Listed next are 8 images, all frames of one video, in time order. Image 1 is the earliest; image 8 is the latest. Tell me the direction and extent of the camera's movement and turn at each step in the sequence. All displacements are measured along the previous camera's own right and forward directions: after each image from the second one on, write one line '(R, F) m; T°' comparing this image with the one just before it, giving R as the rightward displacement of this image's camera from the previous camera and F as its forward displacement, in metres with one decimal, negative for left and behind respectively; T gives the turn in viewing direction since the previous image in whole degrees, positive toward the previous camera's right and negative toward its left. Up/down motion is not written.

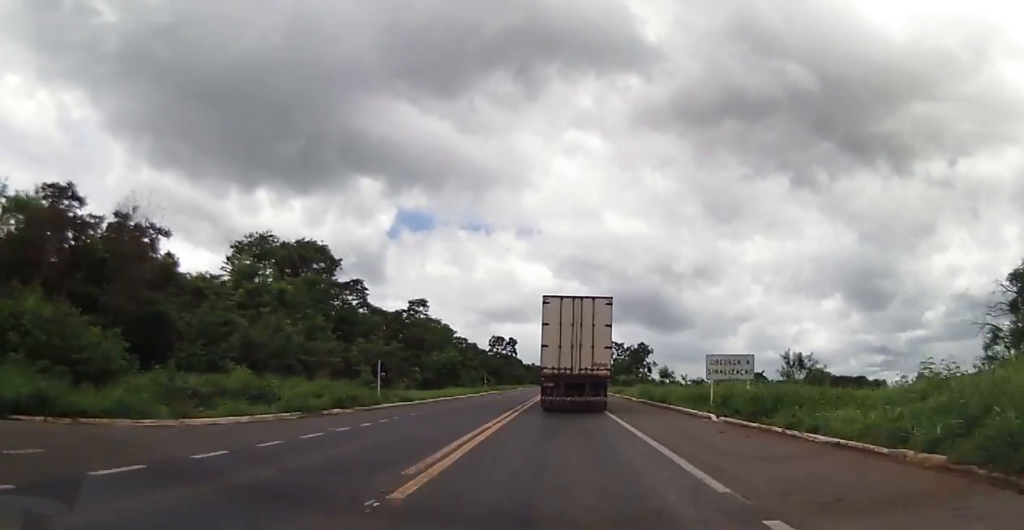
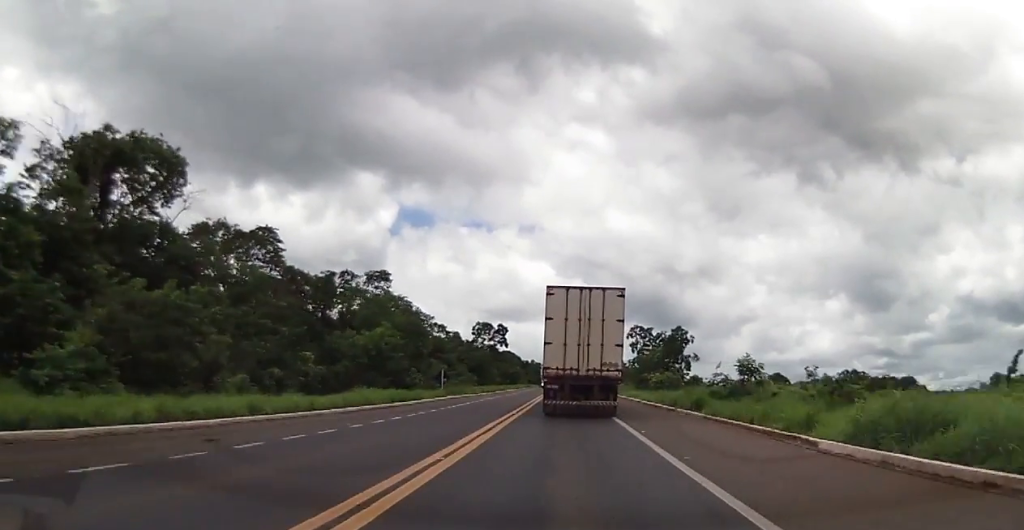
(+0.3, +37.9) m; +1°
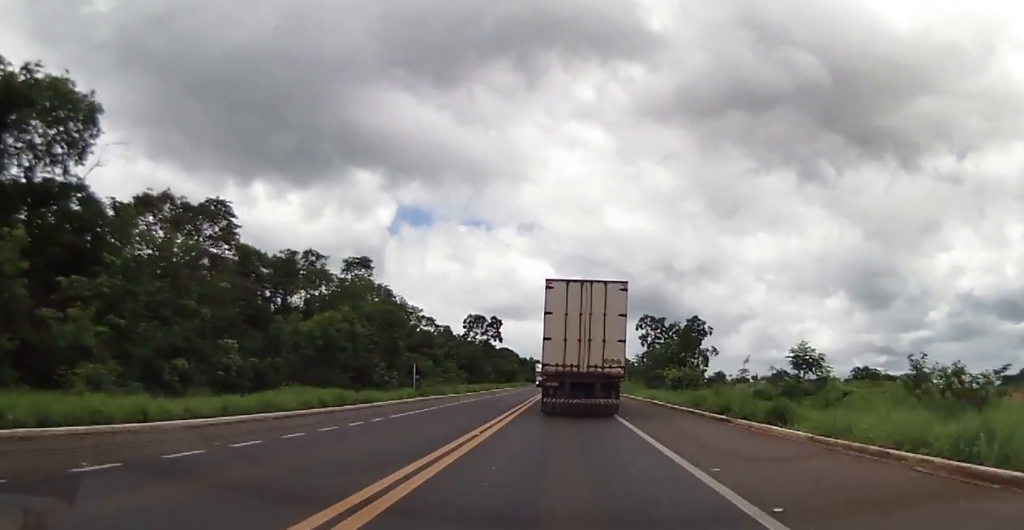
(0.0, +11.4) m; 0°
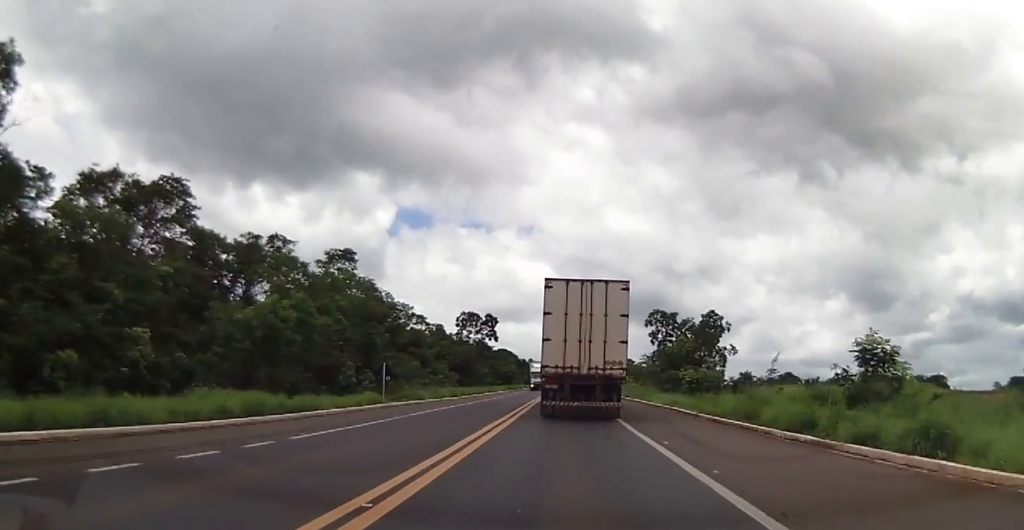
(+0.3, +8.5) m; 0°
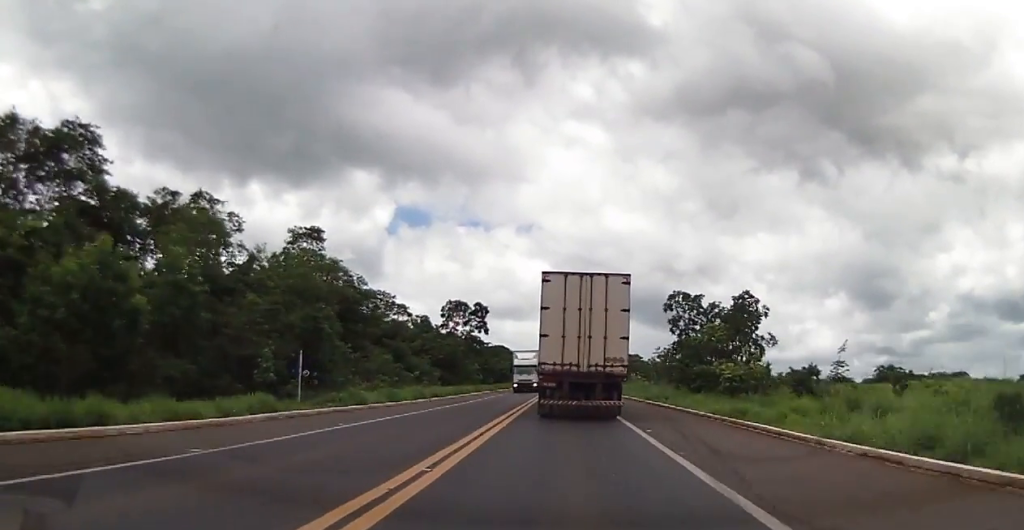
(-0.3, +13.5) m; -1°
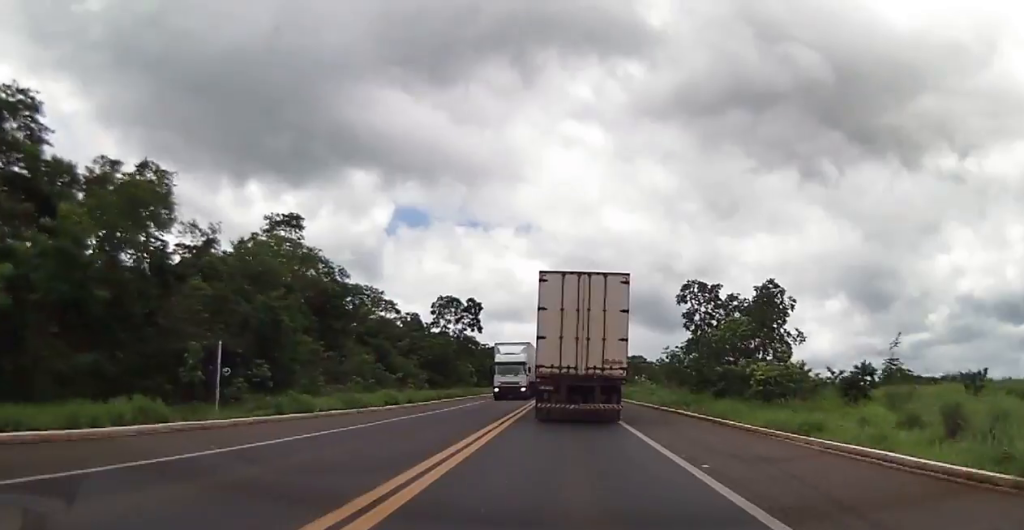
(-0.1, +7.1) m; 0°
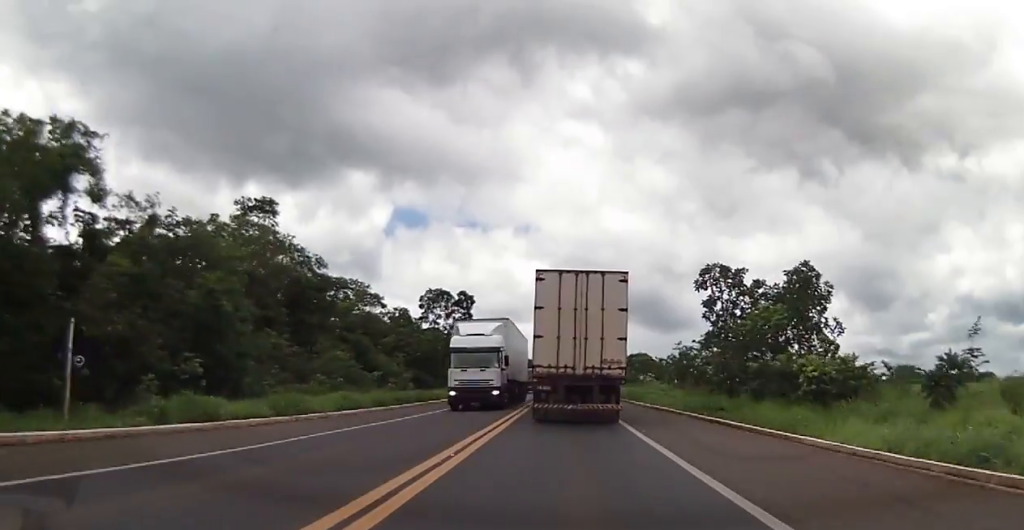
(0.0, +7.5) m; 0°
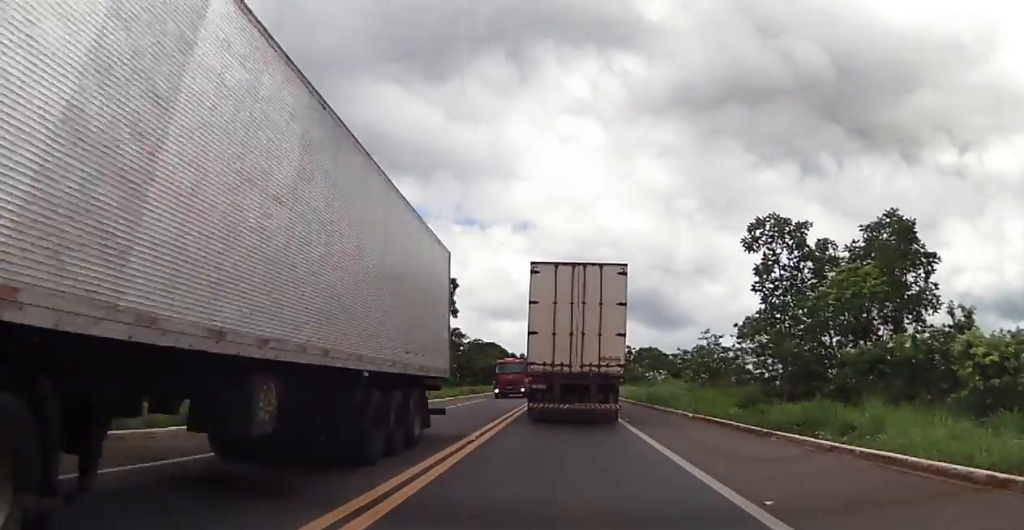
(0.0, +12.2) m; 0°
